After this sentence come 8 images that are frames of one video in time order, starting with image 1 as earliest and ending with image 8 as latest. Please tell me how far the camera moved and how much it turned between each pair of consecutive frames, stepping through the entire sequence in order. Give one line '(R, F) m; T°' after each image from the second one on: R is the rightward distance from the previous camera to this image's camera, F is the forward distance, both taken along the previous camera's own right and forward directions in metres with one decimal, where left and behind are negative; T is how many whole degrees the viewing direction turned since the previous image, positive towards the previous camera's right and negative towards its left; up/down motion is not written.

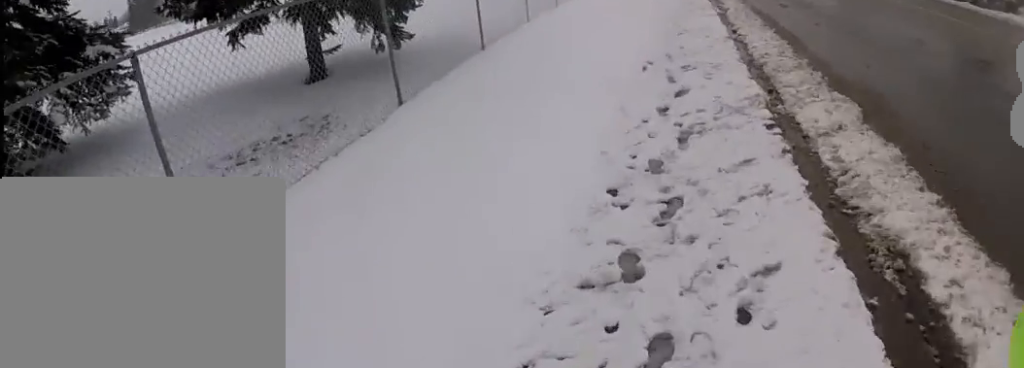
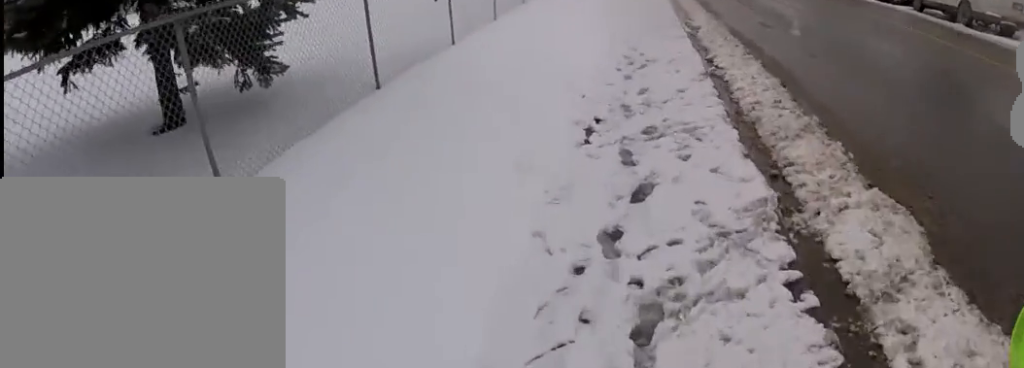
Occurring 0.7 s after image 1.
(-0.3, +4.3) m; -4°
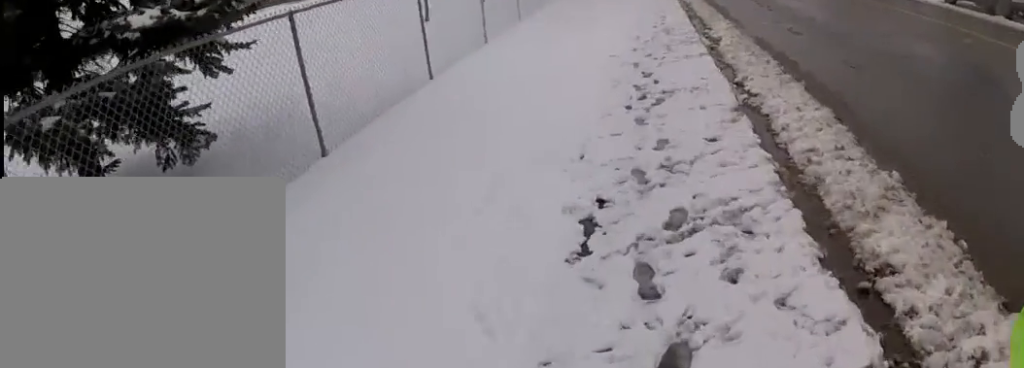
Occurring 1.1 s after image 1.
(0.0, +3.5) m; 0°
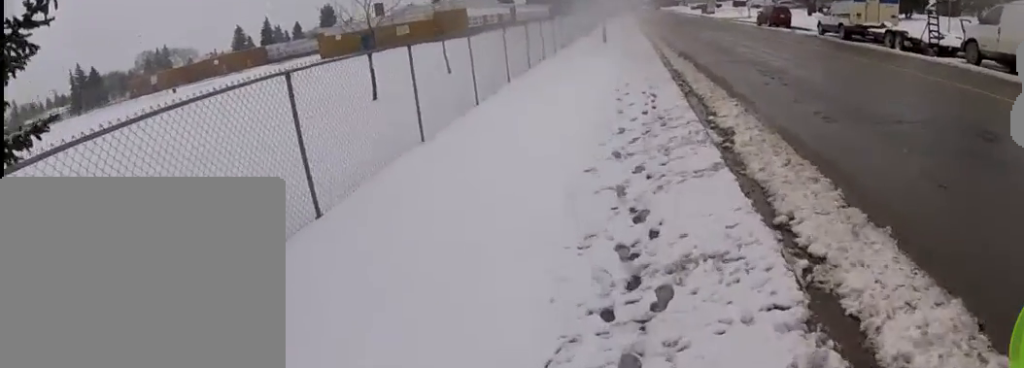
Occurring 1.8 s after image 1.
(0.0, +6.6) m; 0°
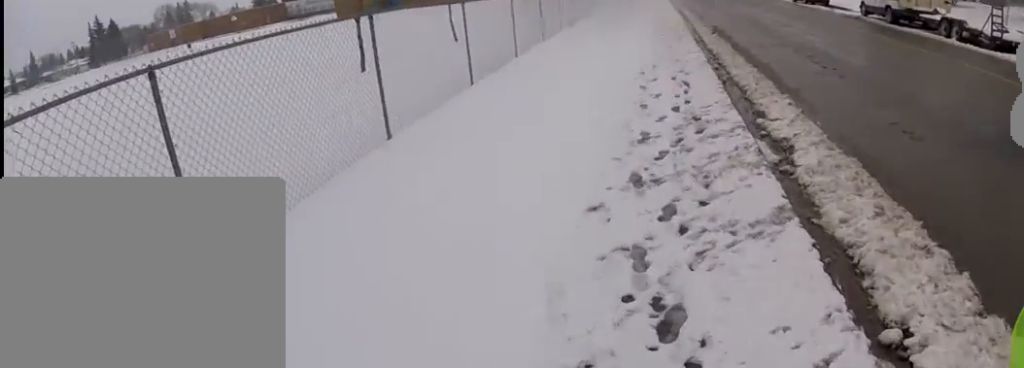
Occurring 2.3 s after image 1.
(0.0, +5.3) m; 0°
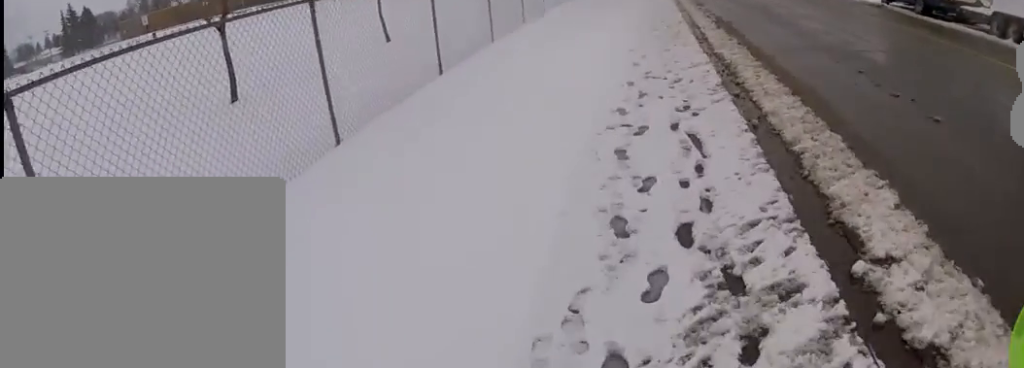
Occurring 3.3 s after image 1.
(0.0, +10.6) m; 0°
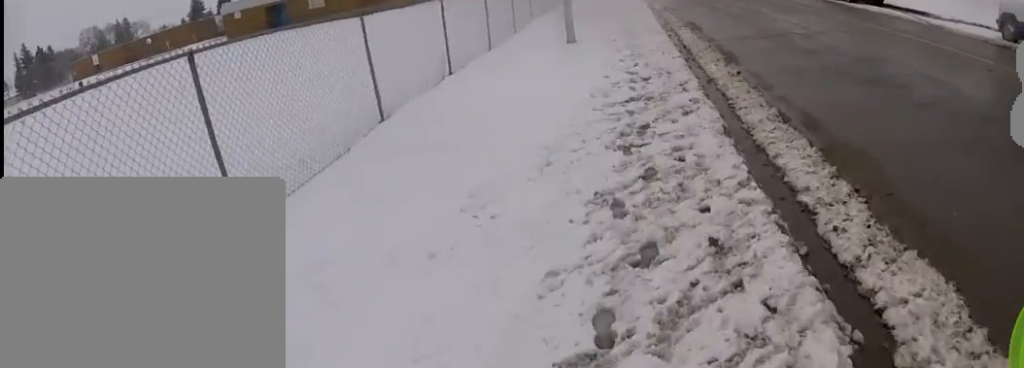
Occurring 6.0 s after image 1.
(0.0, +50.4) m; 0°
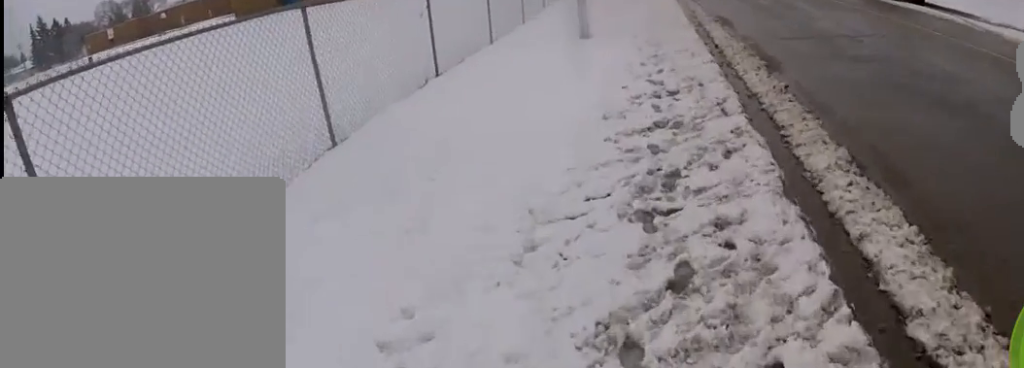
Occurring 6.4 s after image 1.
(0.0, +7.4) m; 0°
